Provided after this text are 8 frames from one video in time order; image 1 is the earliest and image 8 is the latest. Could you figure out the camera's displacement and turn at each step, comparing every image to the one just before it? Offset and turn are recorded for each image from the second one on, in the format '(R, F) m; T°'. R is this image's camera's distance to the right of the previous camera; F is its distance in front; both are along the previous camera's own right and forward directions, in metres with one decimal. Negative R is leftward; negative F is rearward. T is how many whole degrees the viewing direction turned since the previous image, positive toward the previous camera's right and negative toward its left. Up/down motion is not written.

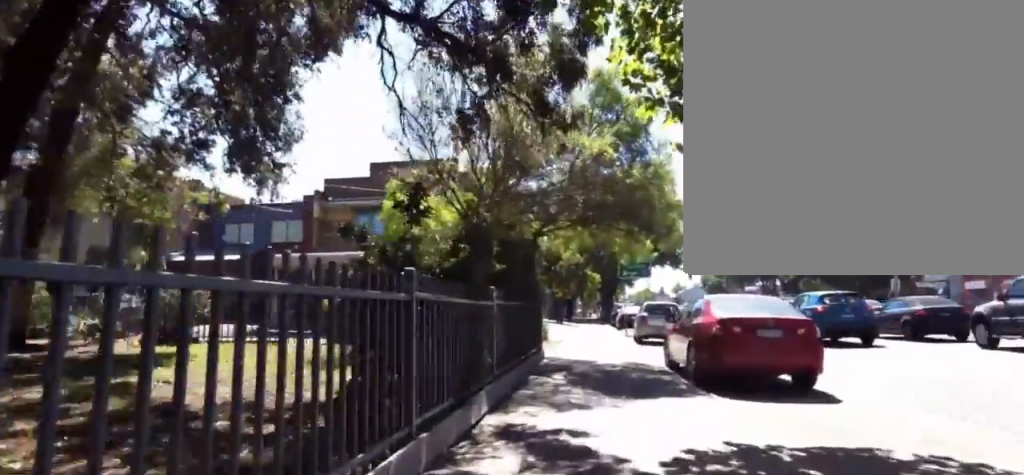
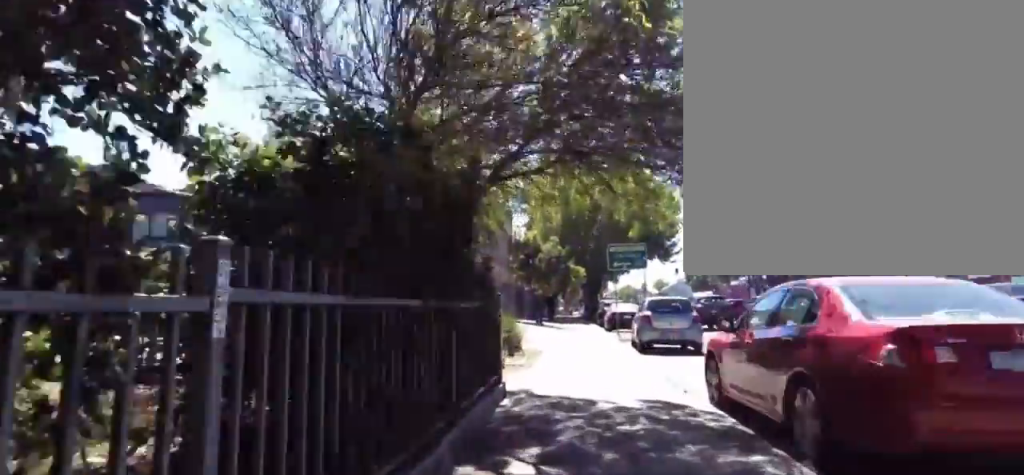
(+1.7, +4.9) m; +7°
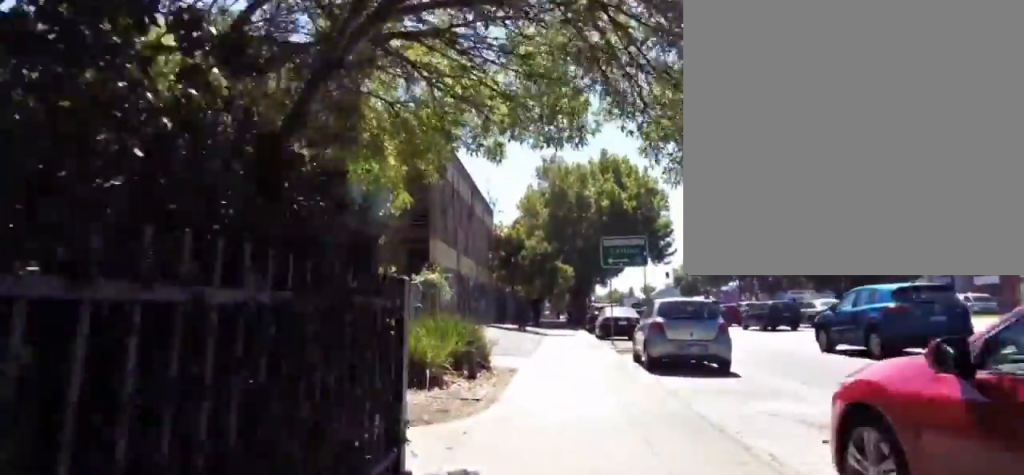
(0.0, +4.2) m; -1°
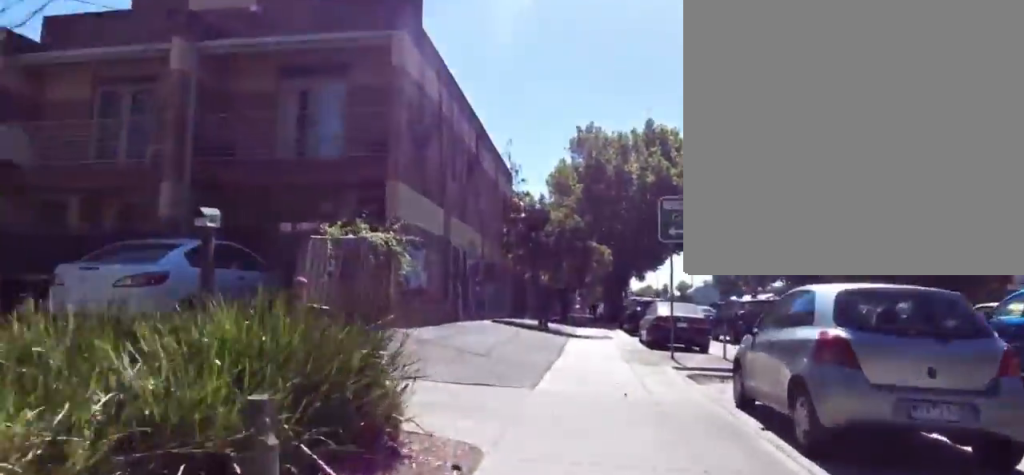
(-0.8, +7.7) m; -2°
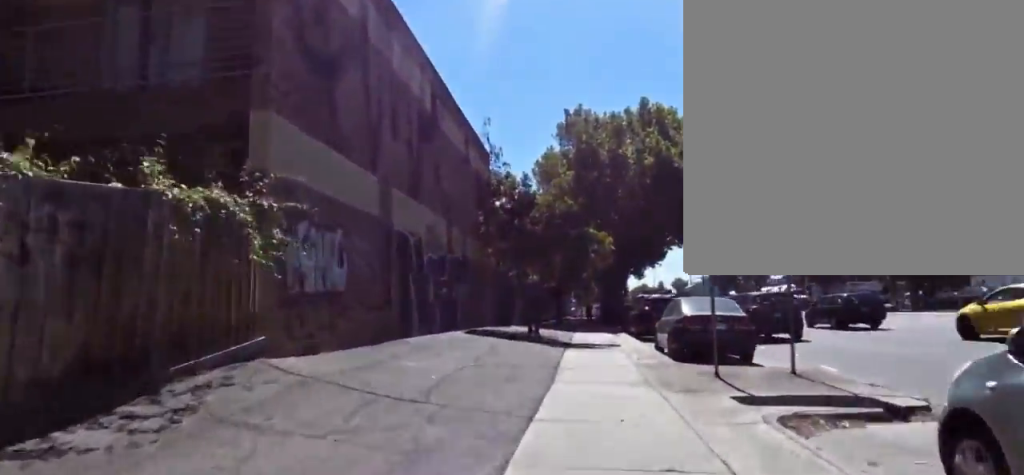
(-0.1, +4.8) m; +6°
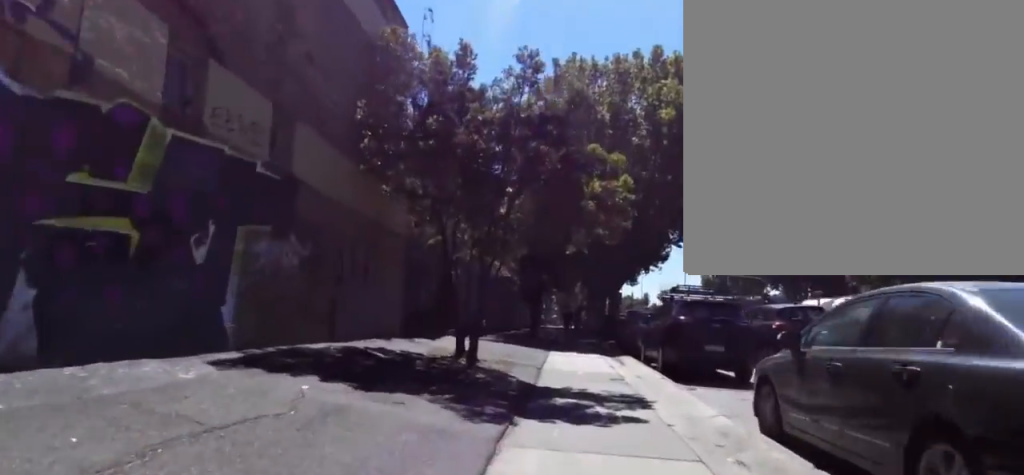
(+0.4, +10.8) m; -6°
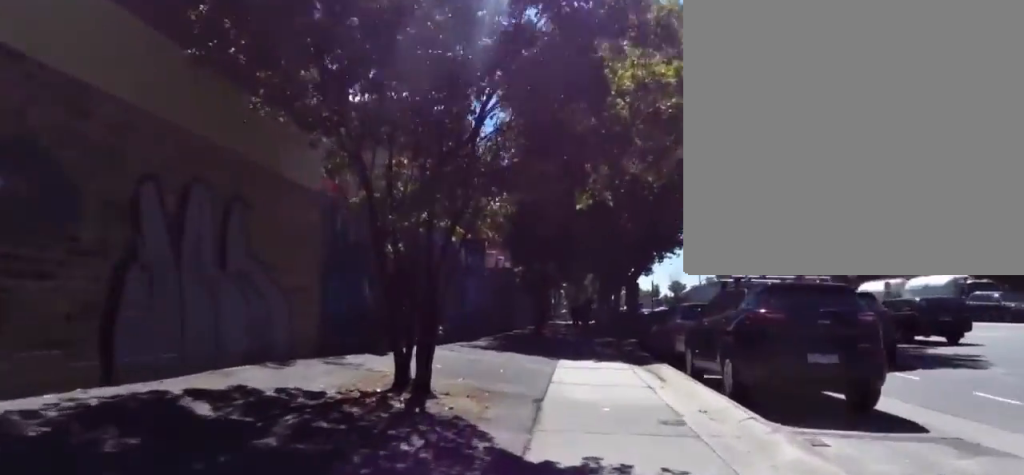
(-0.3, +4.6) m; -4°
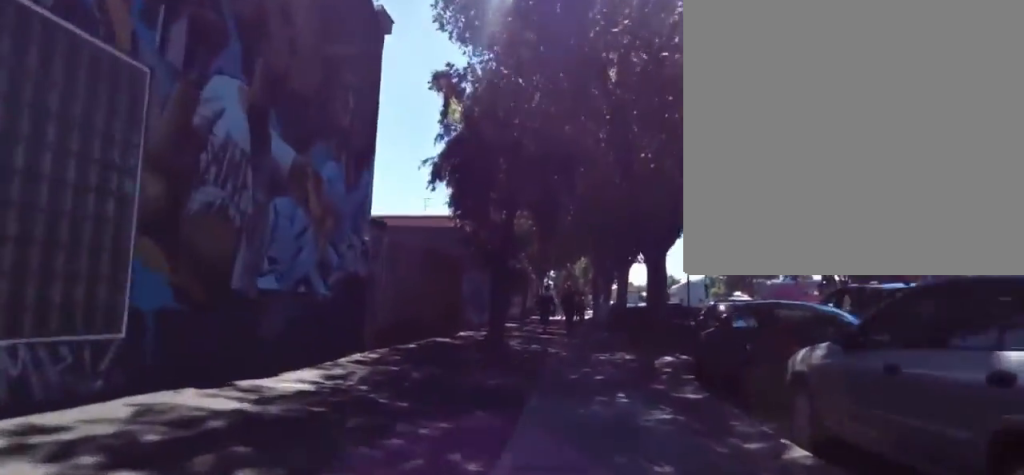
(0.0, +11.6) m; +5°
